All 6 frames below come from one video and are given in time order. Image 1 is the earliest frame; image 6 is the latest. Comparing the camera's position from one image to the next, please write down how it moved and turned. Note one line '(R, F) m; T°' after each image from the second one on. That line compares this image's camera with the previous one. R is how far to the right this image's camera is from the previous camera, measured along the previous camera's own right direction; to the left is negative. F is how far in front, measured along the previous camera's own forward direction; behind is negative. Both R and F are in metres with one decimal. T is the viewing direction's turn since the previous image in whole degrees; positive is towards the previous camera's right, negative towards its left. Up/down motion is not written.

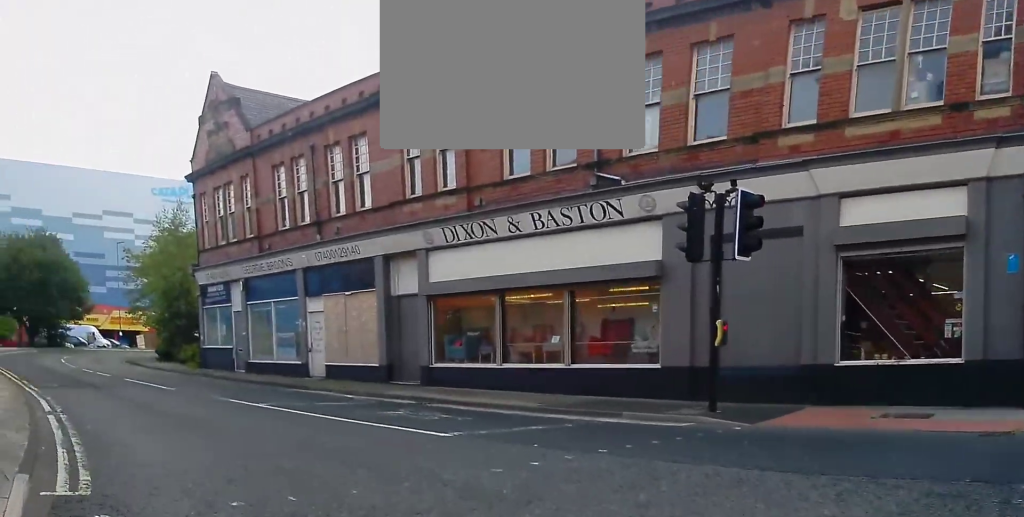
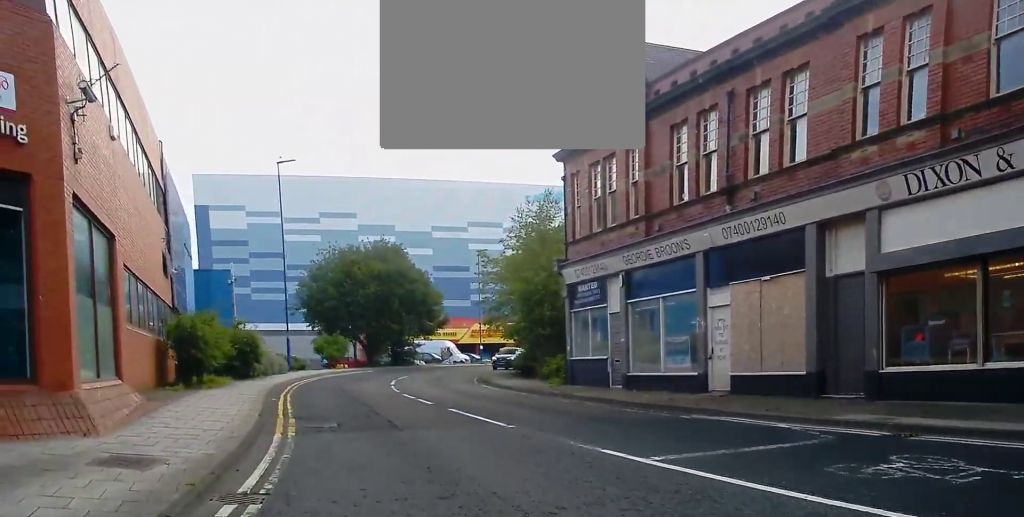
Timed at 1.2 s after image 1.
(-1.3, +5.7) m; -28°
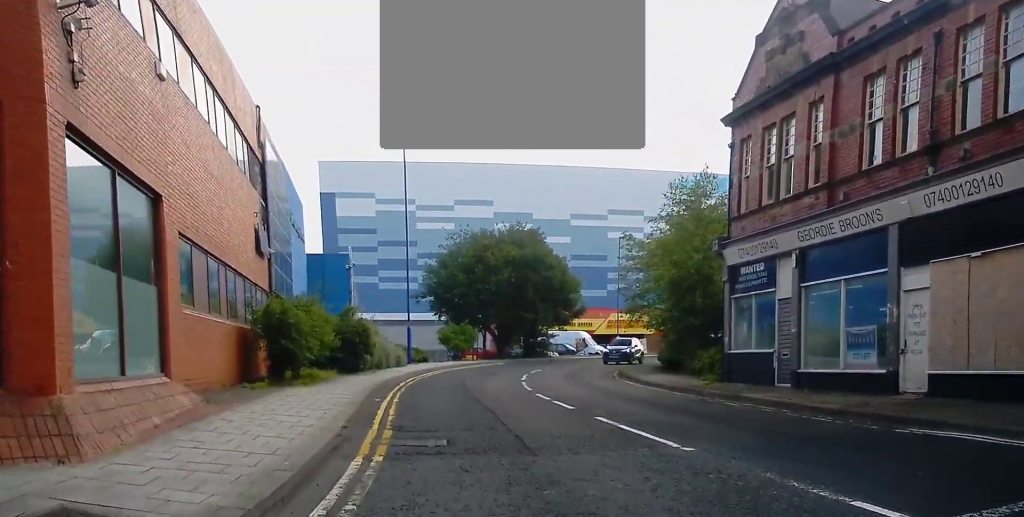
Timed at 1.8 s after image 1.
(-0.5, +3.3) m; -9°
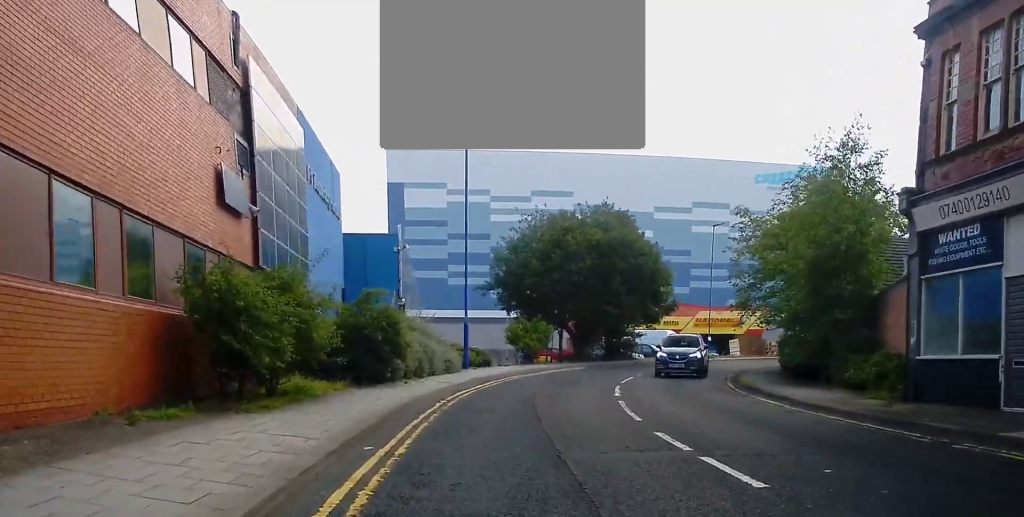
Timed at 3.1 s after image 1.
(-0.4, +7.5) m; -3°
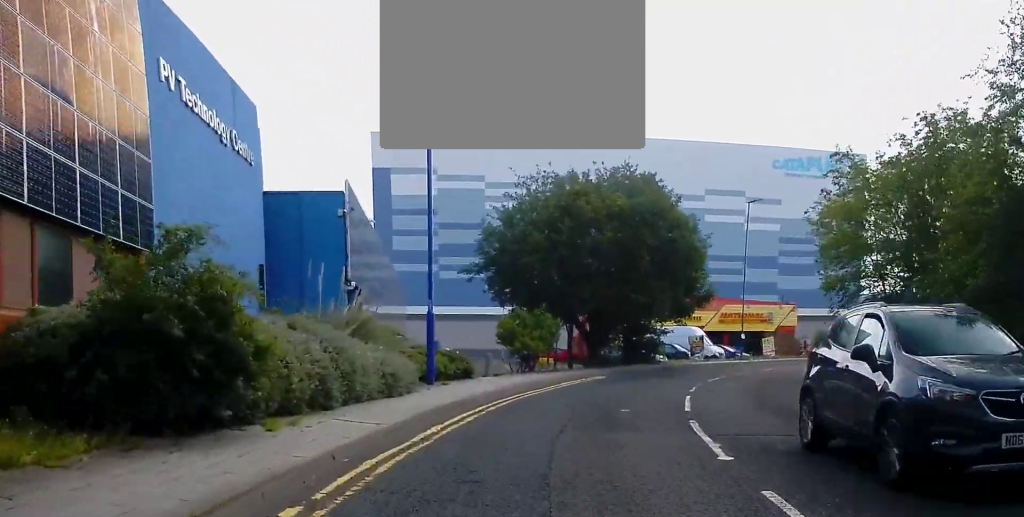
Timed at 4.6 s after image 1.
(-0.5, +9.8) m; -5°
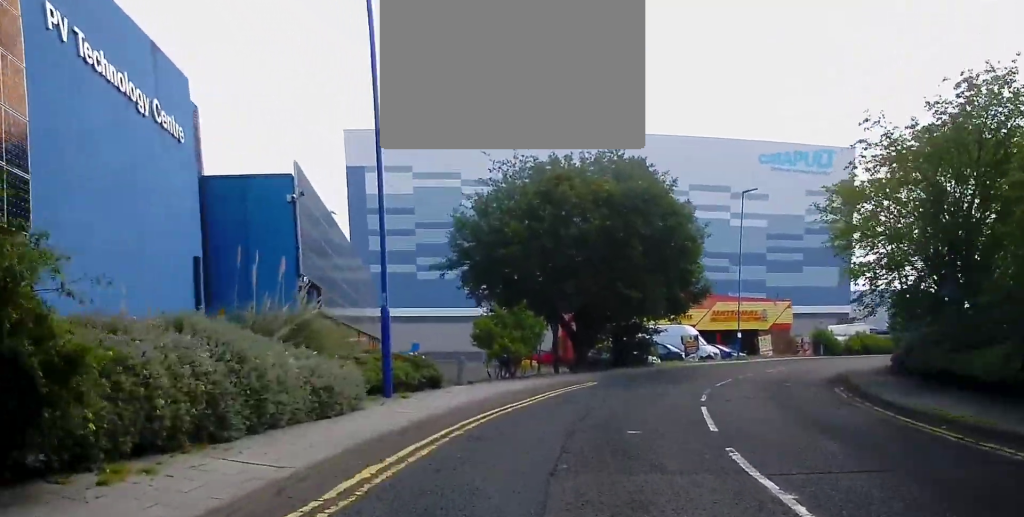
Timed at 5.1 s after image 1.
(-0.1, +3.4) m; +1°
